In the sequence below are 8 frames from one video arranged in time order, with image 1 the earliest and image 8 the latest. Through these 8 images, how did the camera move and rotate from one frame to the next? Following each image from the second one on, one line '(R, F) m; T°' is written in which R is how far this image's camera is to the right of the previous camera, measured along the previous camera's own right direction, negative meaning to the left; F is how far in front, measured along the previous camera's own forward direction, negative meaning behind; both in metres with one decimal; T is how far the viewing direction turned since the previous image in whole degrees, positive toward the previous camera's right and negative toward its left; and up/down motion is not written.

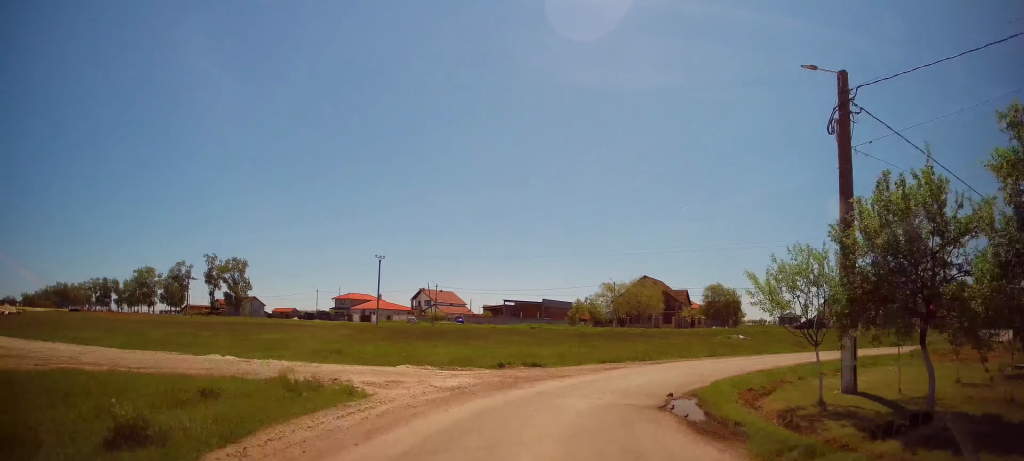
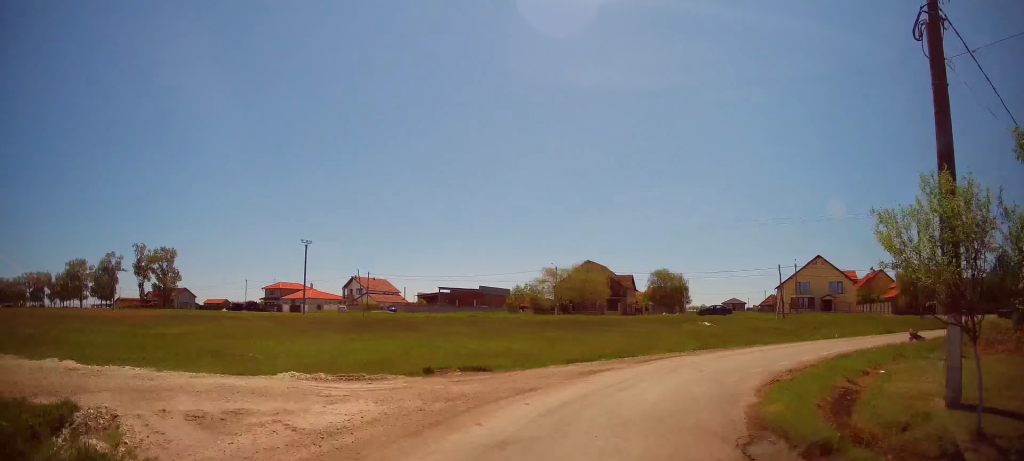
(0.0, +5.5) m; +7°
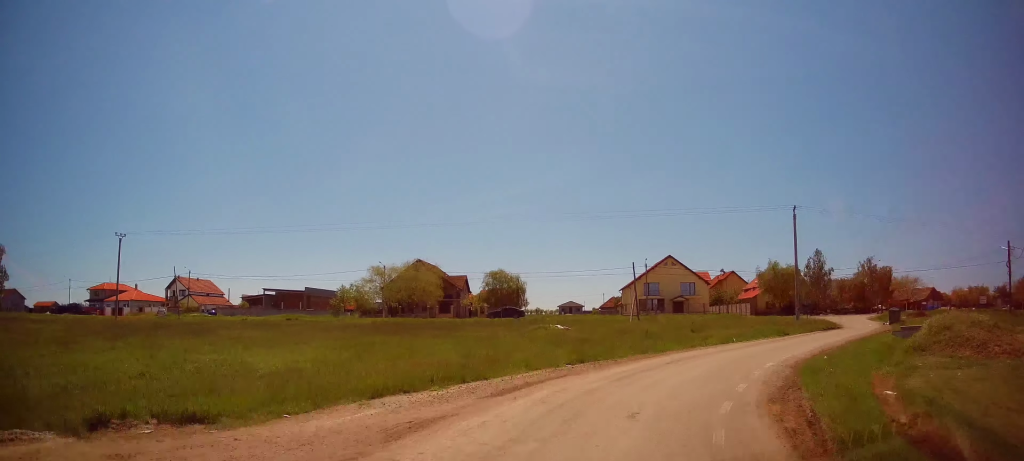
(+1.0, +6.5) m; +17°
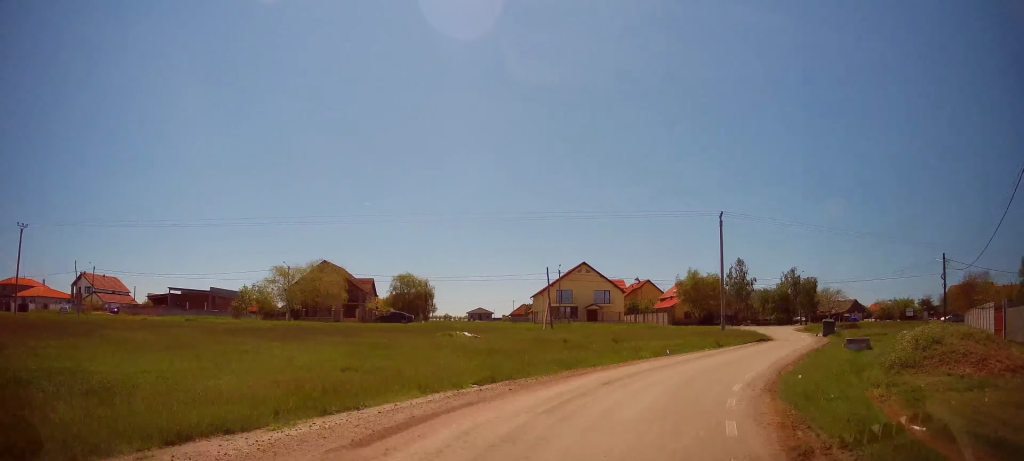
(+0.1, +3.2) m; +10°
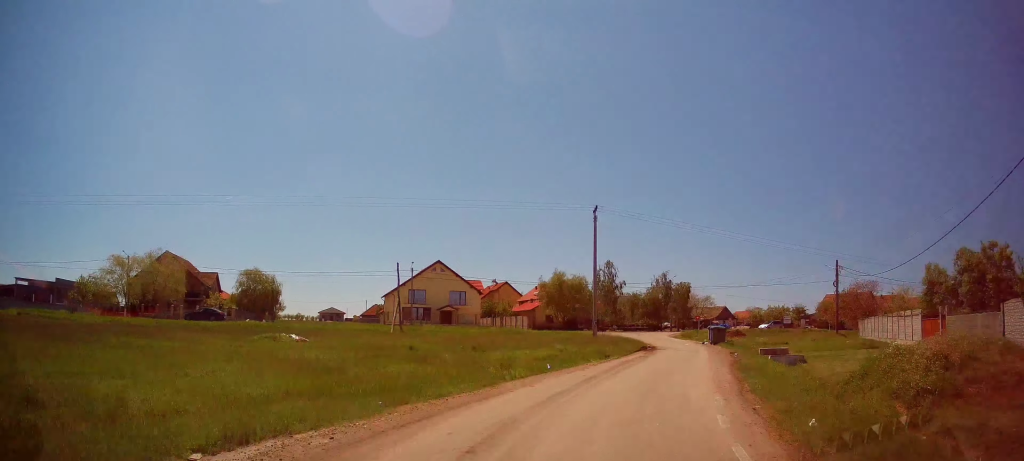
(+1.0, +5.6) m; +15°
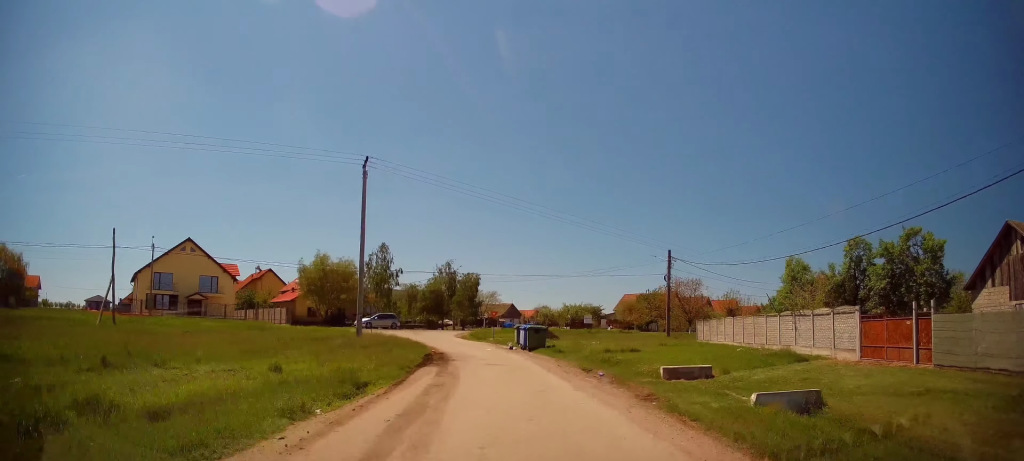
(+2.4, +11.3) m; +22°
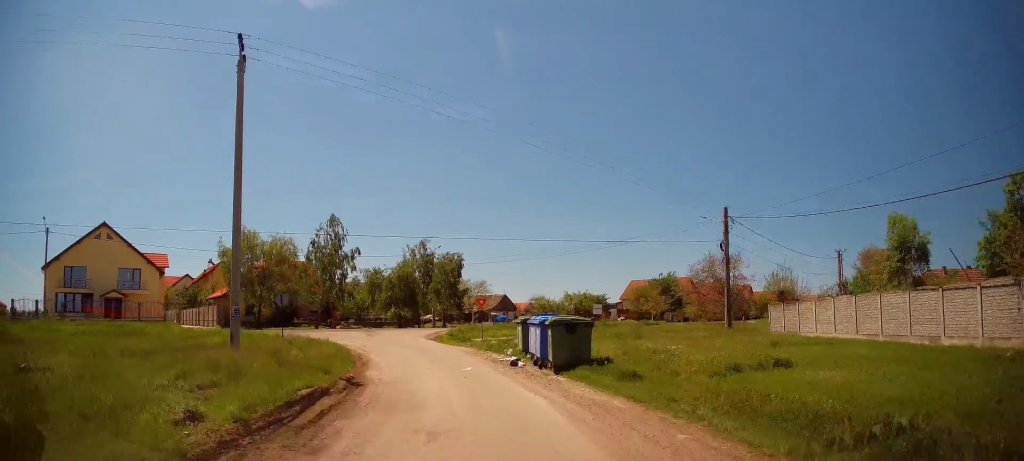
(+1.4, +13.7) m; +4°
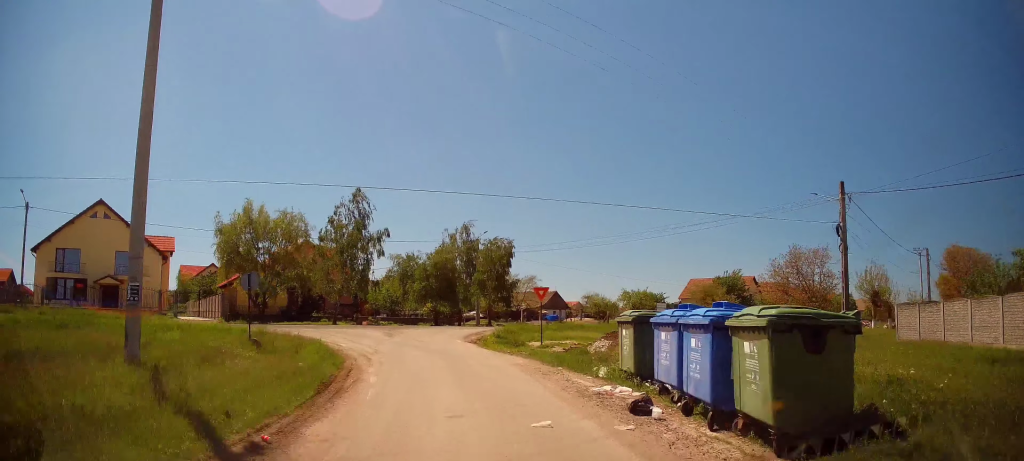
(-0.4, +7.6) m; -5°
